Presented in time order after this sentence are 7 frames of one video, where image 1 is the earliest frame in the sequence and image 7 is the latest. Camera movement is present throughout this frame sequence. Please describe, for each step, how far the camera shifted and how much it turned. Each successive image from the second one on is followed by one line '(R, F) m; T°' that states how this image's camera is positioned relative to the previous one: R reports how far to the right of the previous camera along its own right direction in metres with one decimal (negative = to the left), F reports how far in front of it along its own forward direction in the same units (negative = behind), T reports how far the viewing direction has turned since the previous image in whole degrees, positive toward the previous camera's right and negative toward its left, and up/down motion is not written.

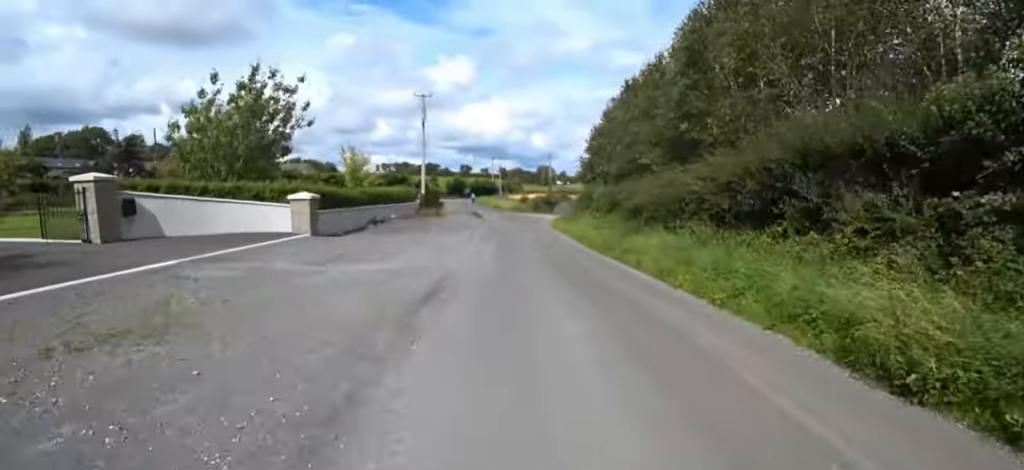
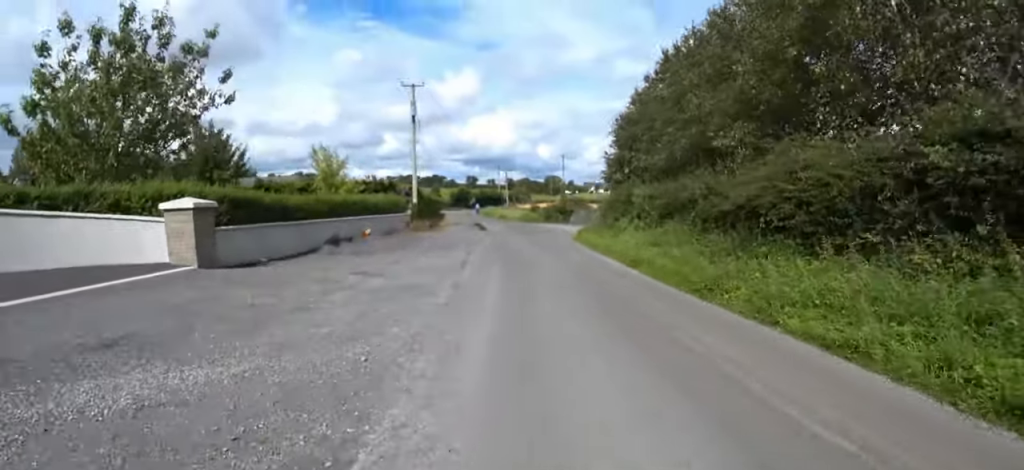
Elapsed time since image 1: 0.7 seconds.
(-0.2, +6.3) m; 0°
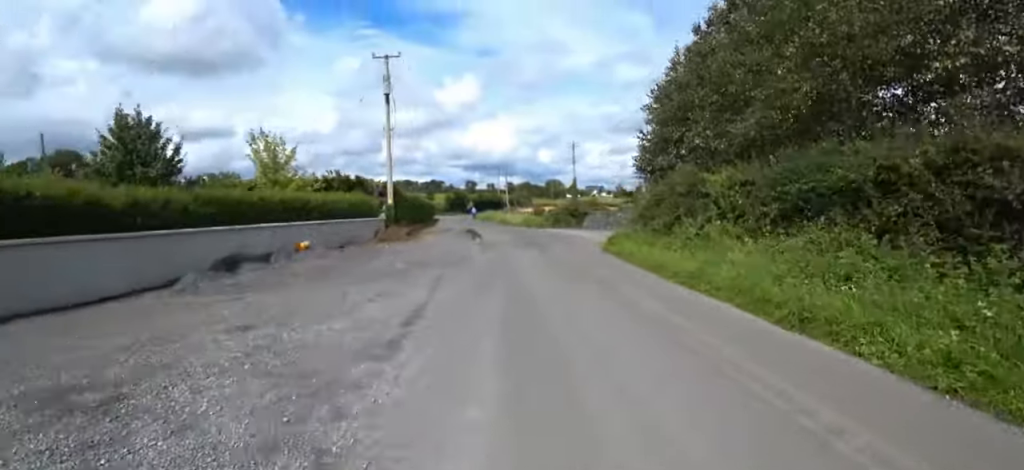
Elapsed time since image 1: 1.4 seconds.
(+0.6, +6.5) m; 0°
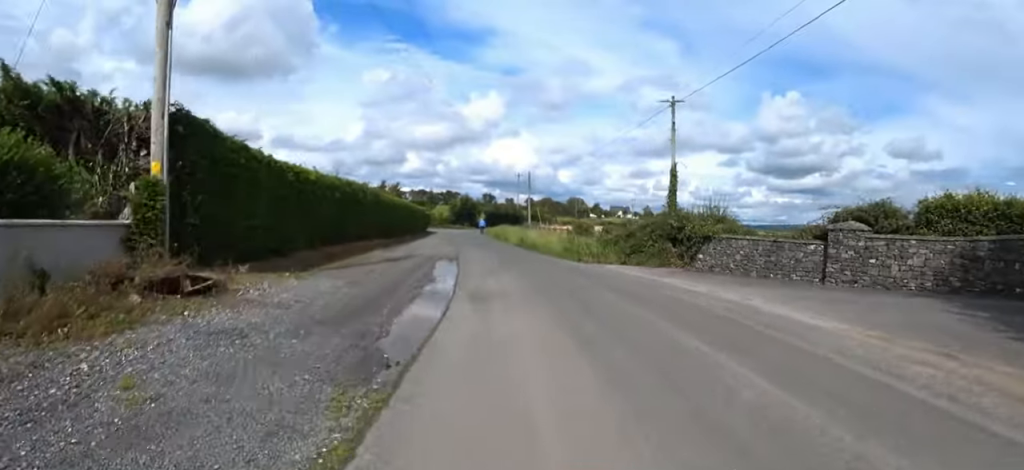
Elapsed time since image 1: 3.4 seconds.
(-1.5, +17.7) m; -5°
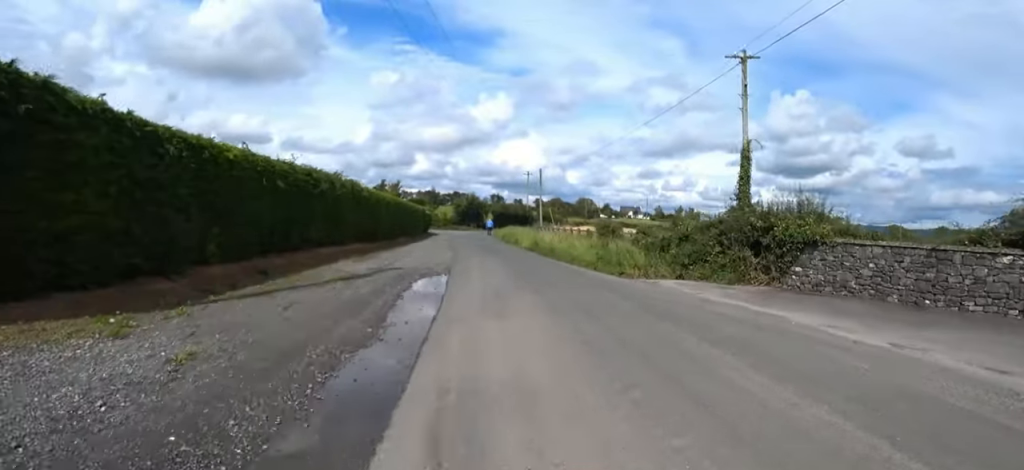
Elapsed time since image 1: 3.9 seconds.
(0.0, +4.8) m; 0°
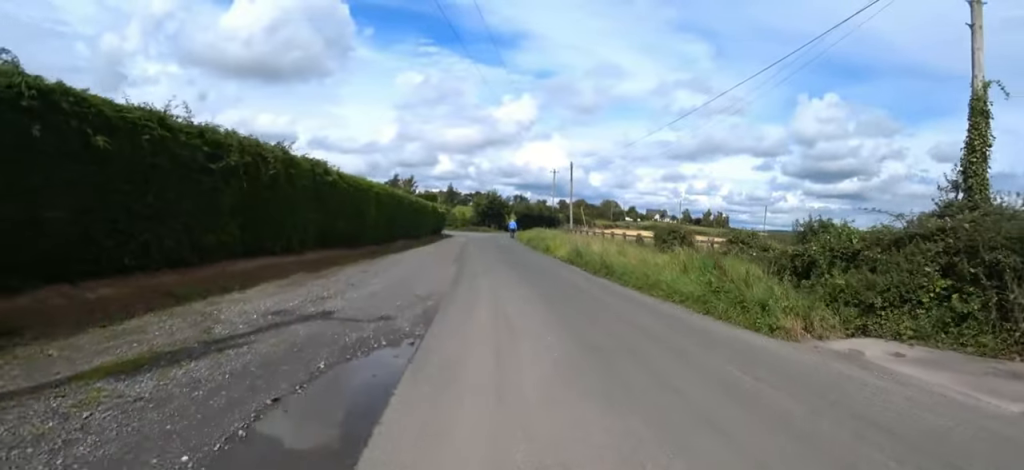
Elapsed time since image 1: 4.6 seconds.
(0.0, +6.1) m; 0°
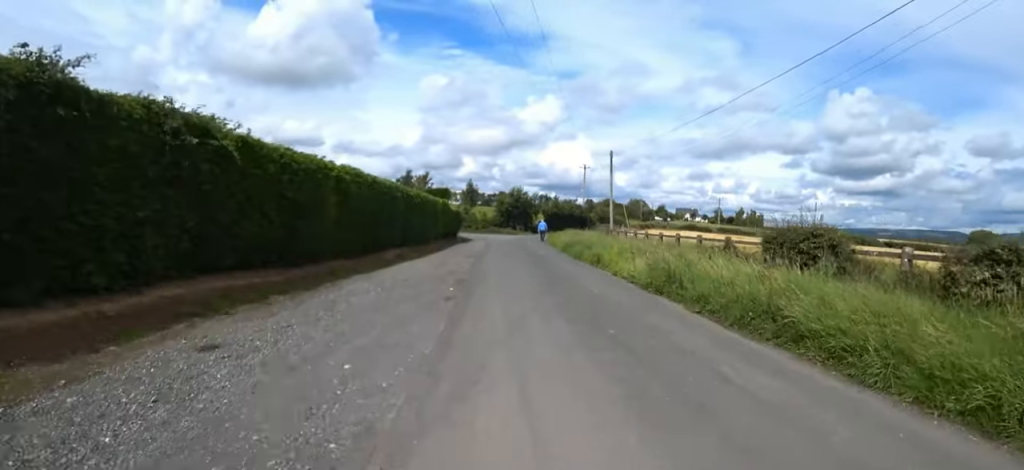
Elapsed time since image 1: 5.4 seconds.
(0.0, +6.9) m; -1°
